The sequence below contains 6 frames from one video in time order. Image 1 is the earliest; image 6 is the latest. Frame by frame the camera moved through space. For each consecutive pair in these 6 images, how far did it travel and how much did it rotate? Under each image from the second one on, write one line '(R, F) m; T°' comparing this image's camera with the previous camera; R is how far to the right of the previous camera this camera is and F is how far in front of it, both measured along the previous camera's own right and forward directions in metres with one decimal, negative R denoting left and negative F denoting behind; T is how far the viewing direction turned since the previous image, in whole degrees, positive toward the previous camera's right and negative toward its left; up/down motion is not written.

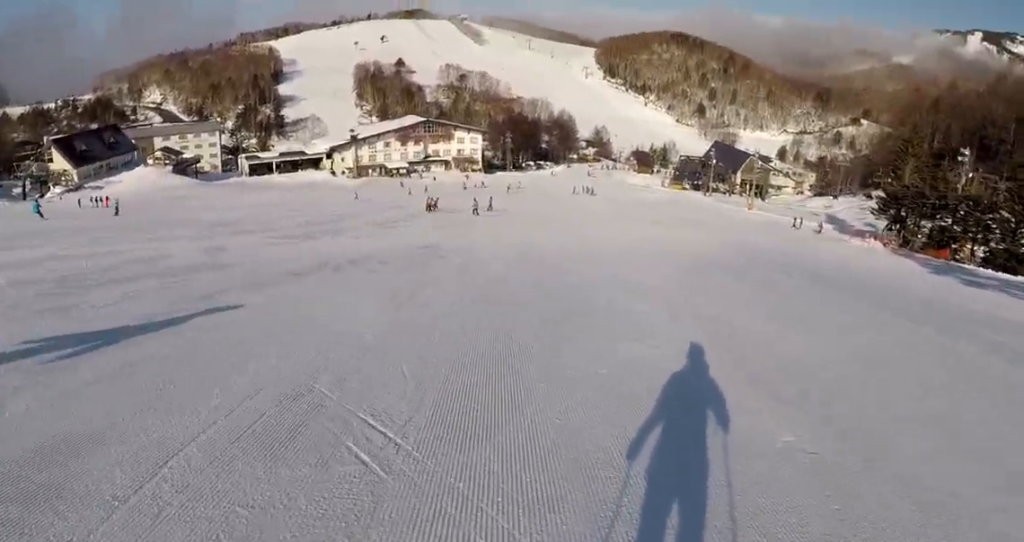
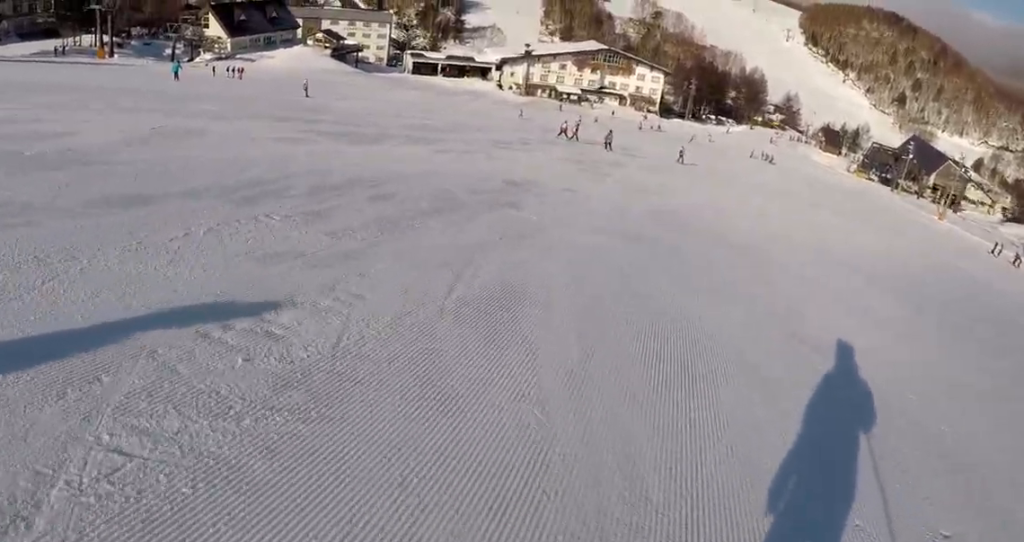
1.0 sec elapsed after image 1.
(-1.0, +7.7) m; -7°
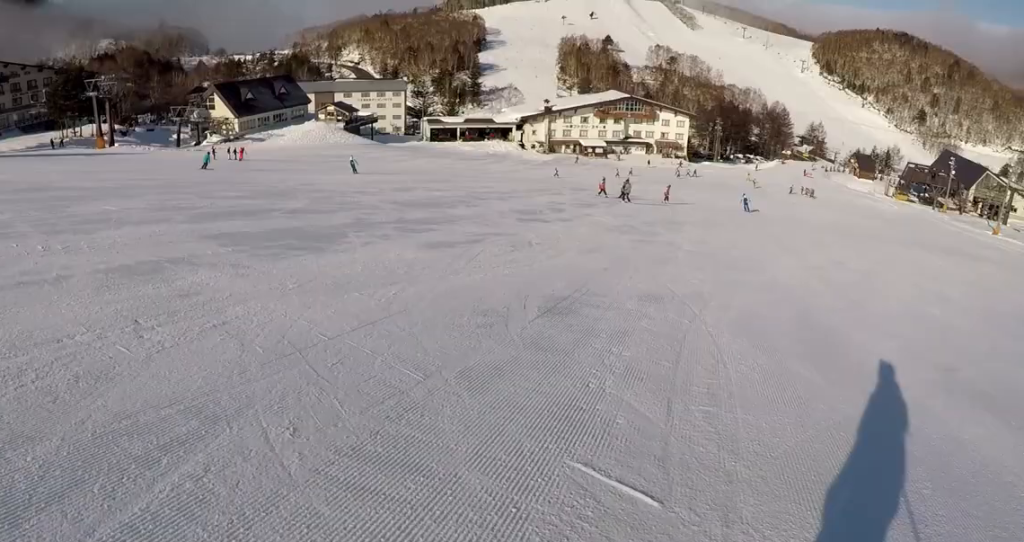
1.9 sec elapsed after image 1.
(0.0, +7.1) m; +5°
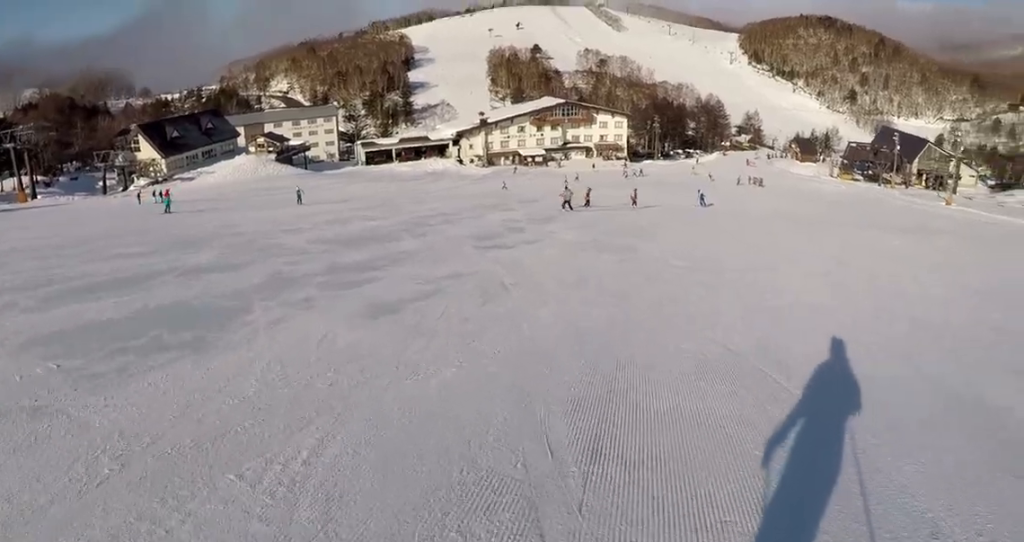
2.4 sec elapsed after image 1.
(-0.3, +3.7) m; +7°
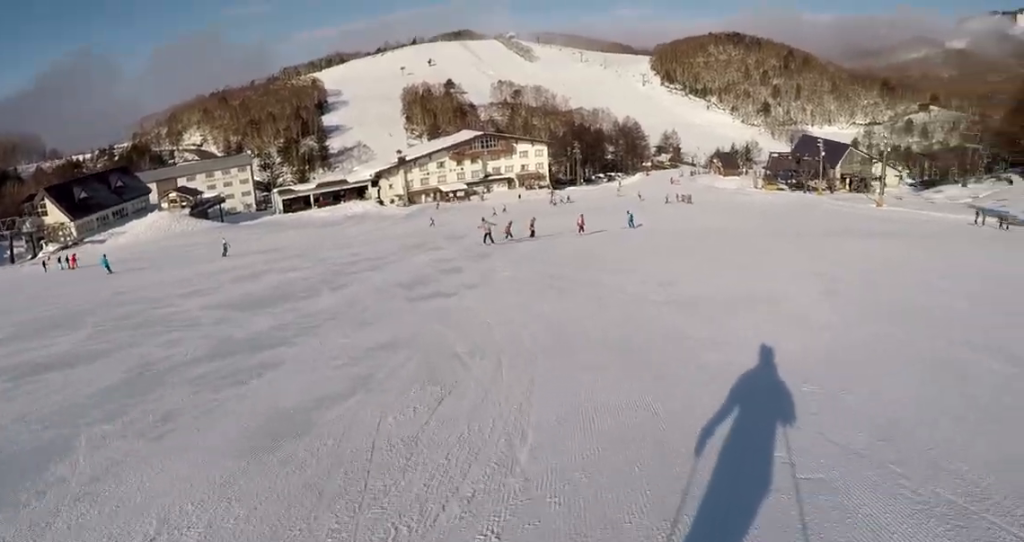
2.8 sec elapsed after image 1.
(+0.3, +3.1) m; +2°
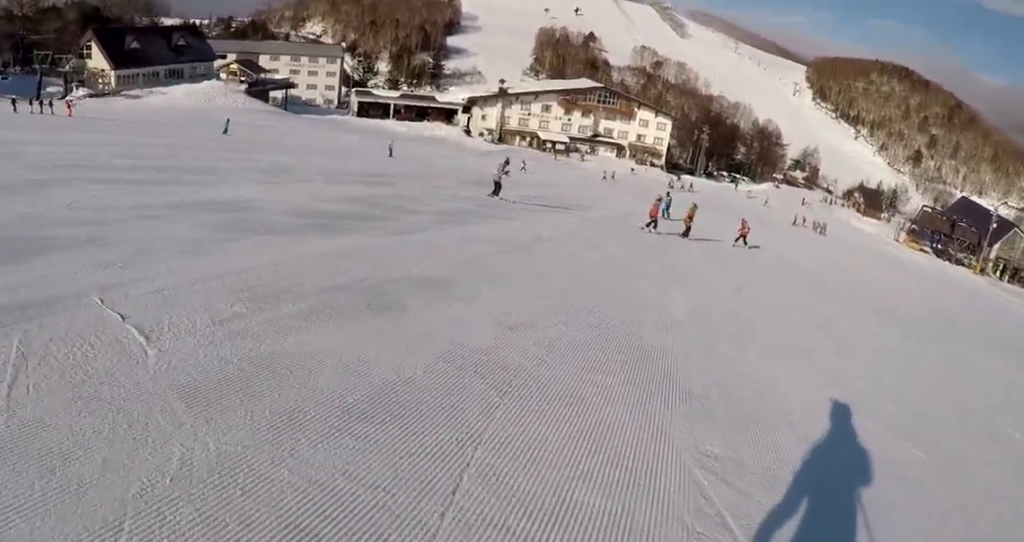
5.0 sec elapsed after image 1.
(-2.5, +16.3) m; -29°
